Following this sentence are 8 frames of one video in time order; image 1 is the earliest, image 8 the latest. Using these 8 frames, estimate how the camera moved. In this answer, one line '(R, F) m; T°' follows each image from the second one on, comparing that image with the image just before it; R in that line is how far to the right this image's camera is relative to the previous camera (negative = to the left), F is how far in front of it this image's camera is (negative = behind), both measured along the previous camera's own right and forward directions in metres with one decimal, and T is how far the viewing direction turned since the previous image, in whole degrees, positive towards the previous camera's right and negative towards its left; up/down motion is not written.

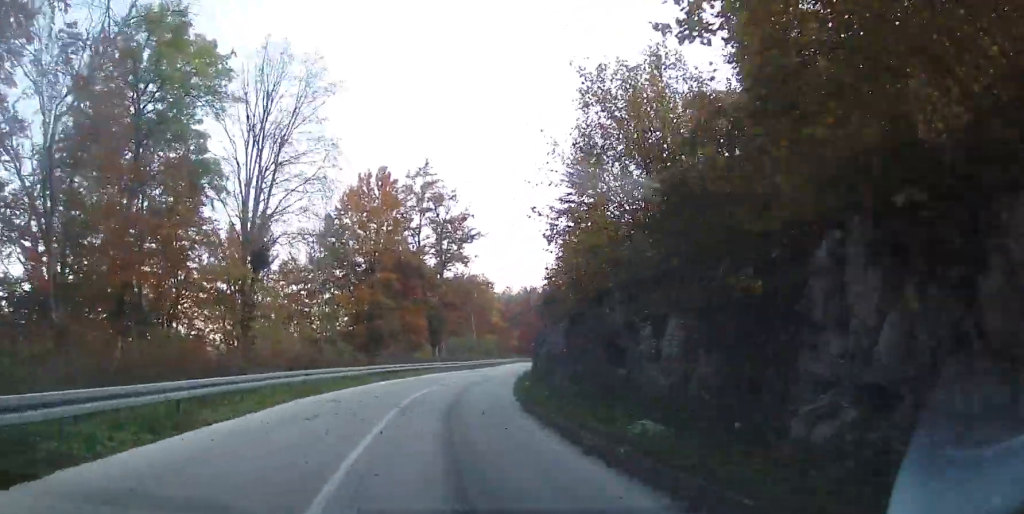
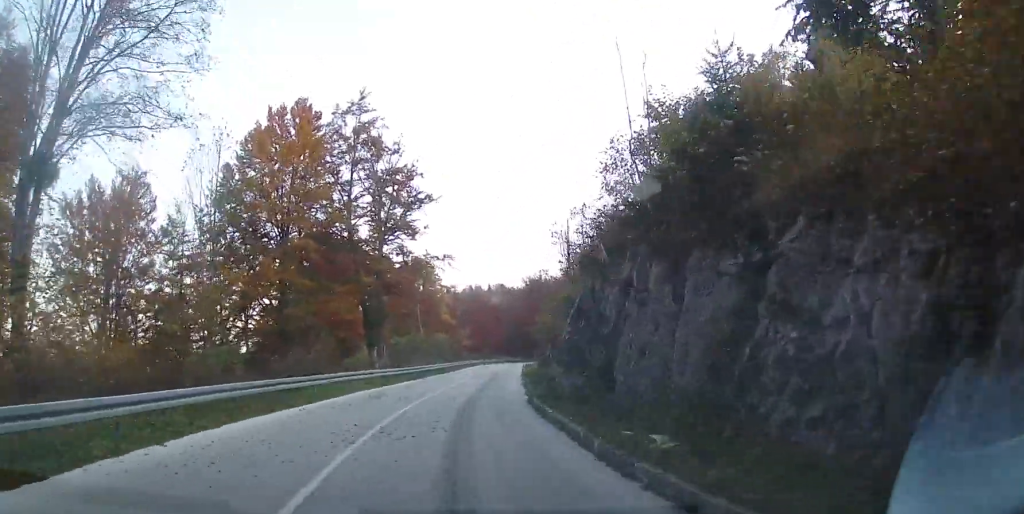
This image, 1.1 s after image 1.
(+0.4, +19.6) m; +7°
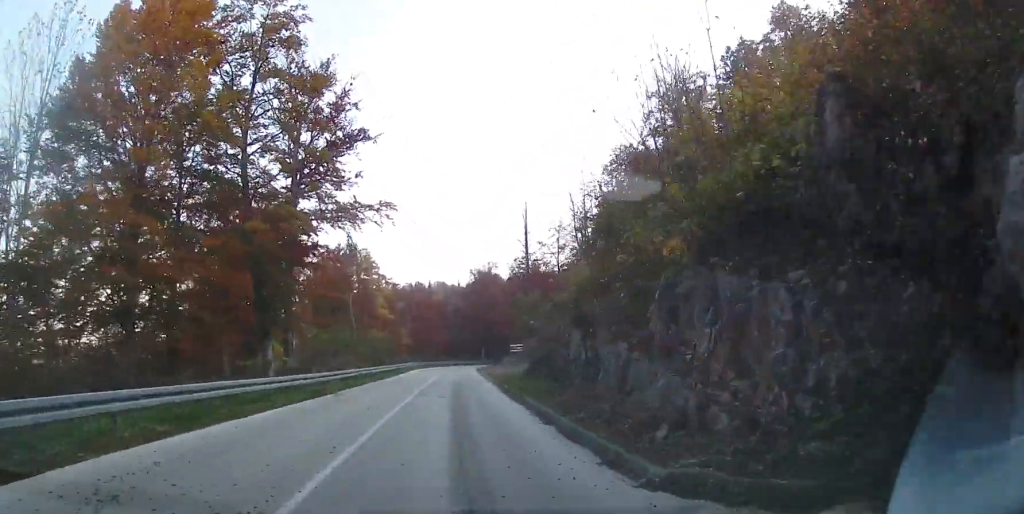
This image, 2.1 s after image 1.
(+1.6, +17.8) m; +7°
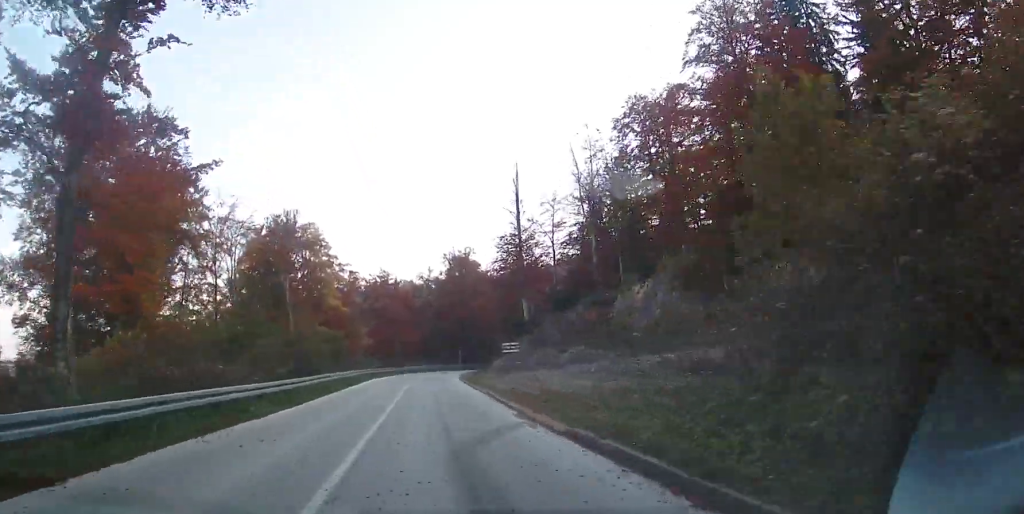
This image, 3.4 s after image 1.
(+0.5, +26.3) m; +1°
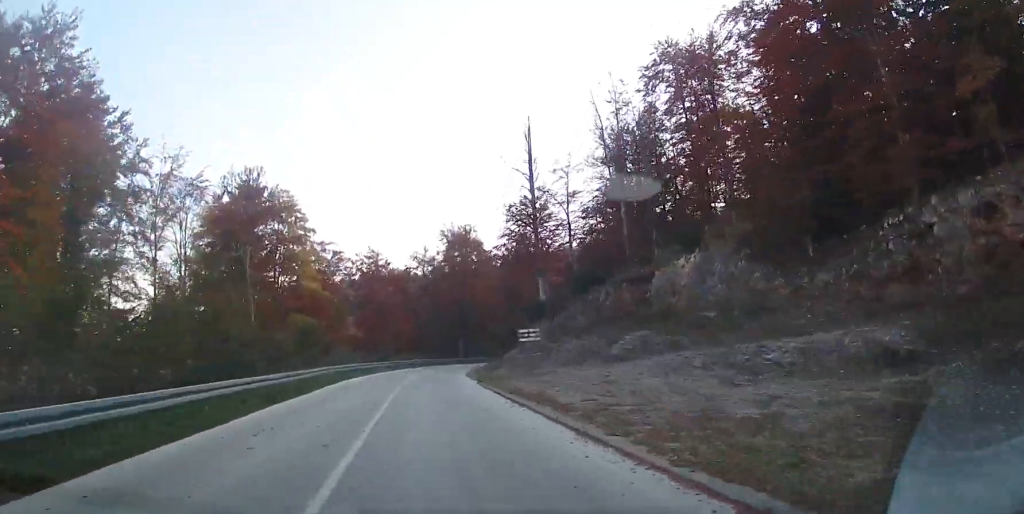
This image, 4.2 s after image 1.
(+0.3, +15.4) m; +1°
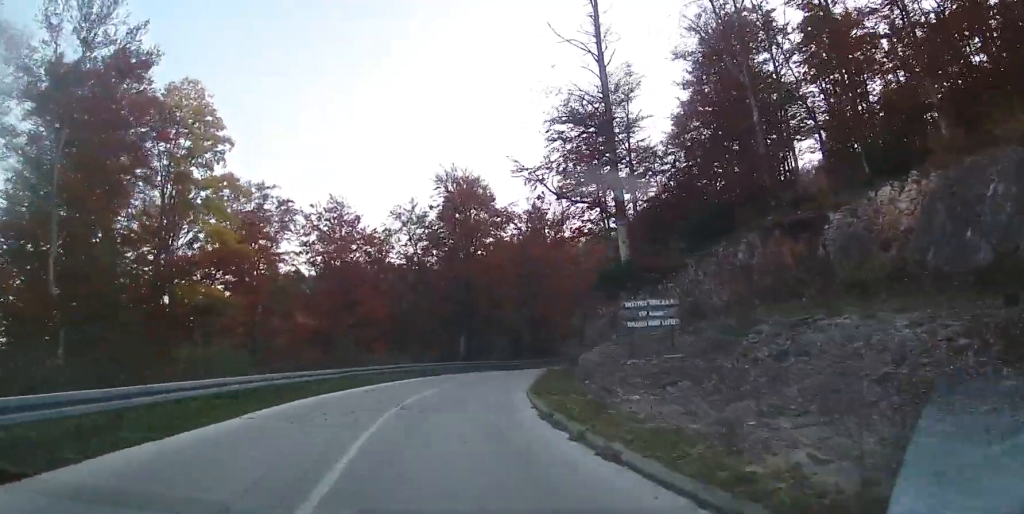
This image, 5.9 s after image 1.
(-0.4, +32.6) m; 0°
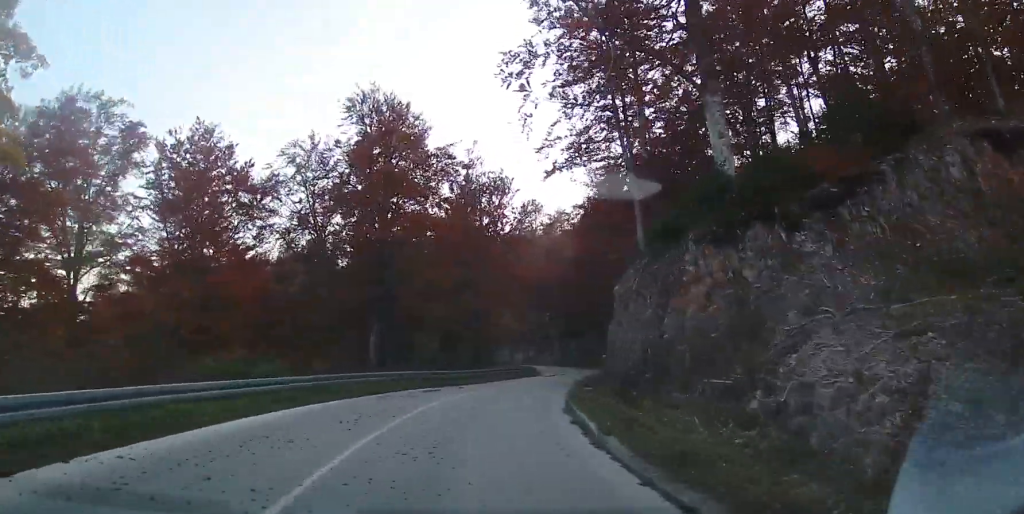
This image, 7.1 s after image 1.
(+0.8, +21.6) m; +8°
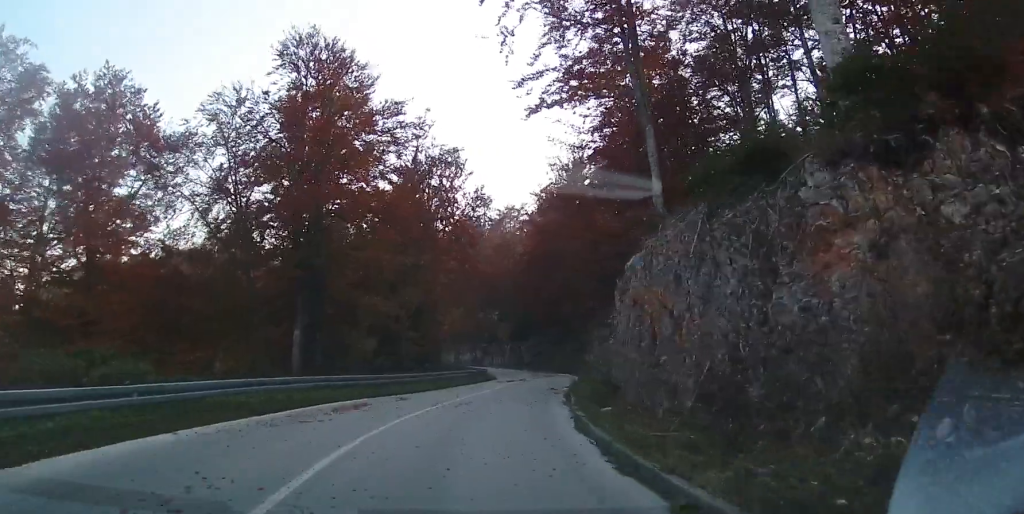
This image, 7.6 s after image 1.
(+0.2, +8.4) m; +4°
